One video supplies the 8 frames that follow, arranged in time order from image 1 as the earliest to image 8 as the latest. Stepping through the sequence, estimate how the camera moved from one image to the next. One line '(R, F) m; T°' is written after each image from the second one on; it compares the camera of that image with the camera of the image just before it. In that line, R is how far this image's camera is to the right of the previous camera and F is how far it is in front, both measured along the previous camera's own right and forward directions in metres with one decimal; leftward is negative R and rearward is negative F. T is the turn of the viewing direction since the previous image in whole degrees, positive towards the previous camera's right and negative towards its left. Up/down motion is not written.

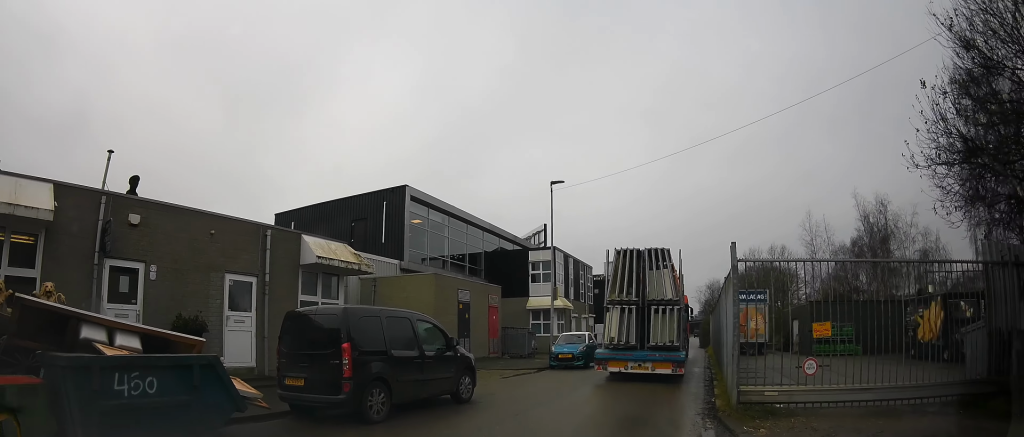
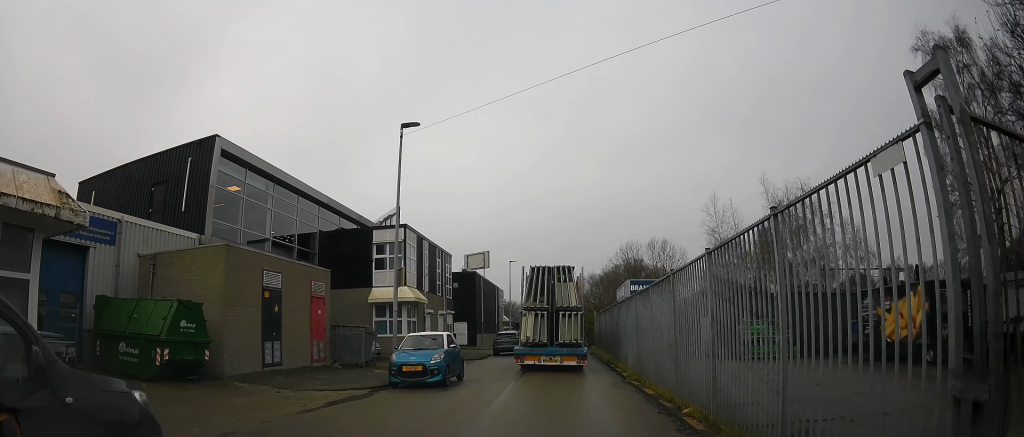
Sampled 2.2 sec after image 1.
(+1.6, +5.6) m; +33°
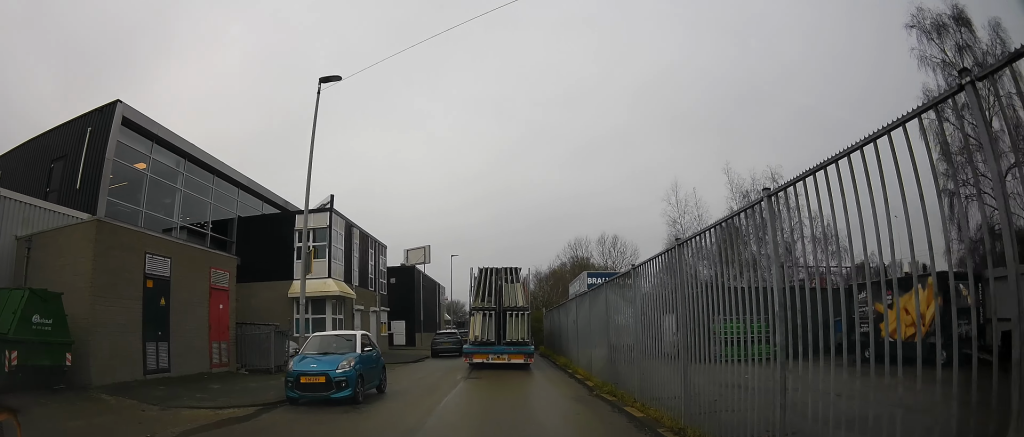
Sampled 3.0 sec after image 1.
(+0.1, +2.5) m; -8°
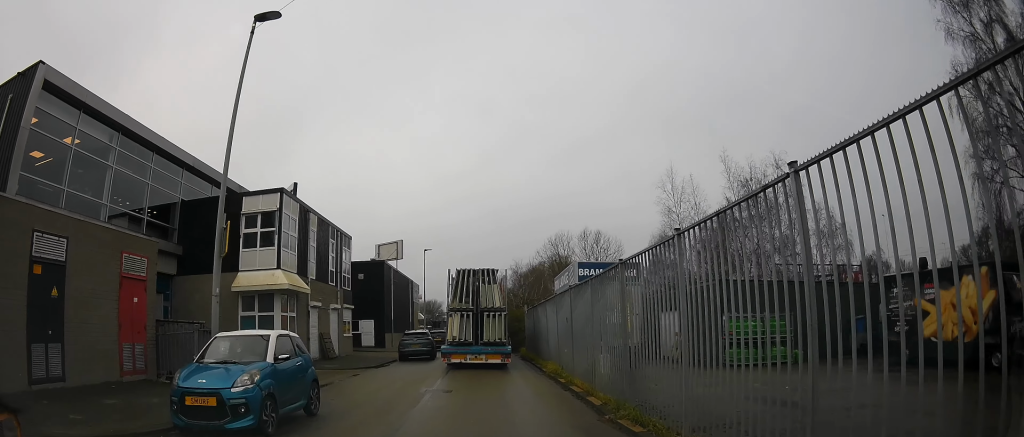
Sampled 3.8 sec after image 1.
(-0.3, +2.8) m; +2°
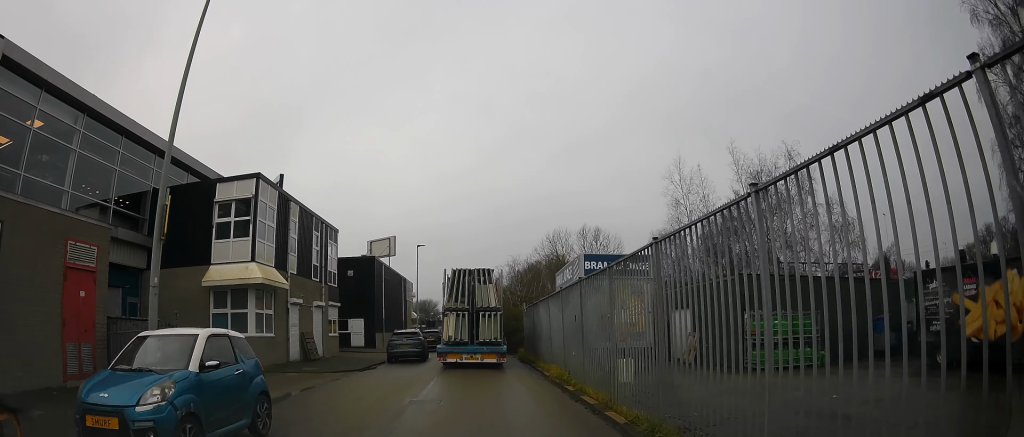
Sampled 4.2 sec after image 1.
(-0.4, +1.6) m; +4°
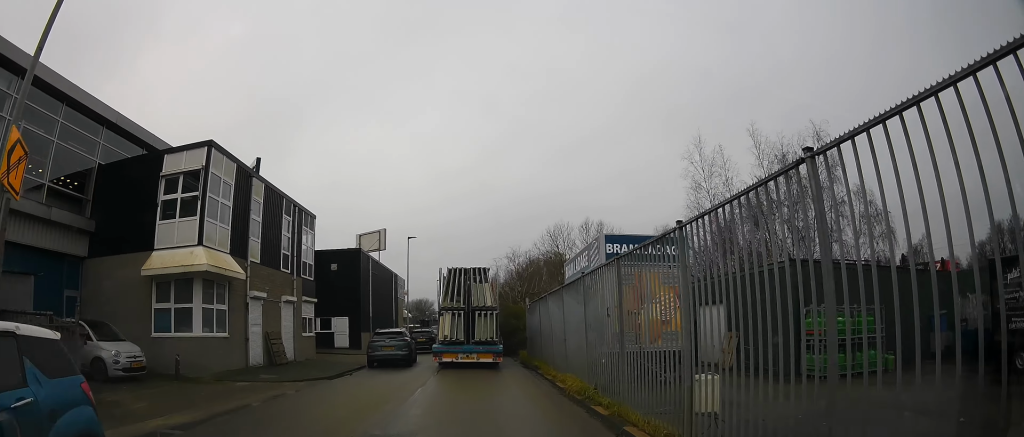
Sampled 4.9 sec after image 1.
(+0.8, +3.4) m; +1°
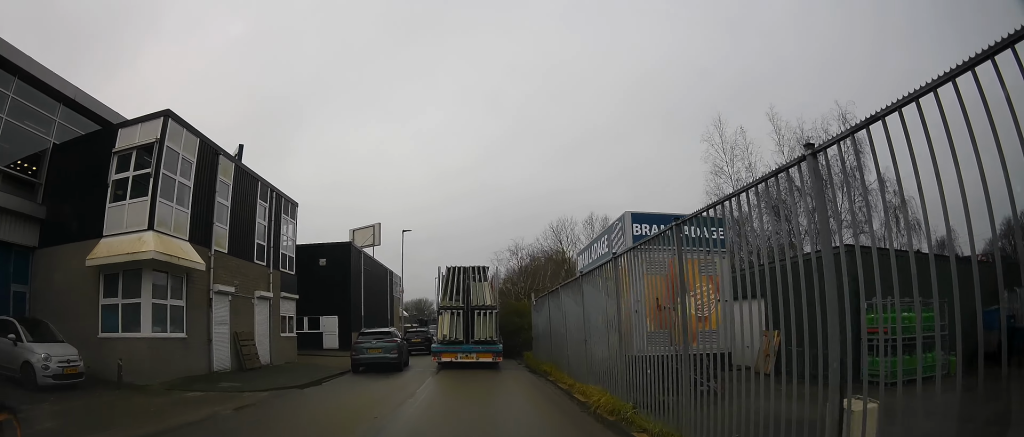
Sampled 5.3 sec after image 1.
(+0.5, +2.2) m; 0°
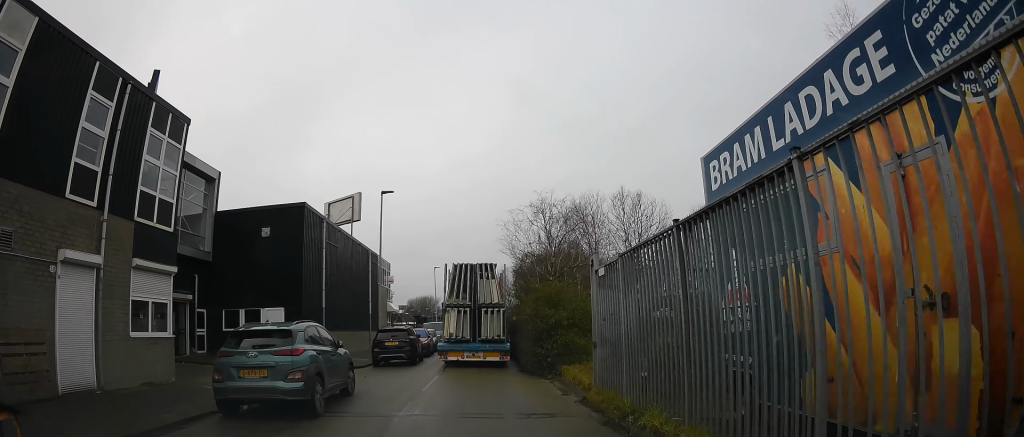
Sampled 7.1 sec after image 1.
(-0.2, +10.5) m; -3°
